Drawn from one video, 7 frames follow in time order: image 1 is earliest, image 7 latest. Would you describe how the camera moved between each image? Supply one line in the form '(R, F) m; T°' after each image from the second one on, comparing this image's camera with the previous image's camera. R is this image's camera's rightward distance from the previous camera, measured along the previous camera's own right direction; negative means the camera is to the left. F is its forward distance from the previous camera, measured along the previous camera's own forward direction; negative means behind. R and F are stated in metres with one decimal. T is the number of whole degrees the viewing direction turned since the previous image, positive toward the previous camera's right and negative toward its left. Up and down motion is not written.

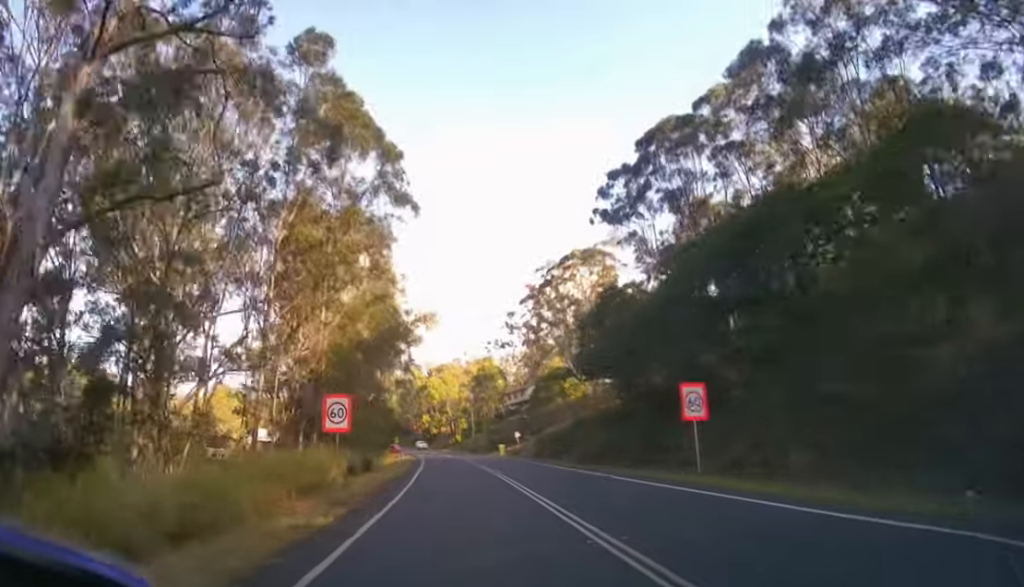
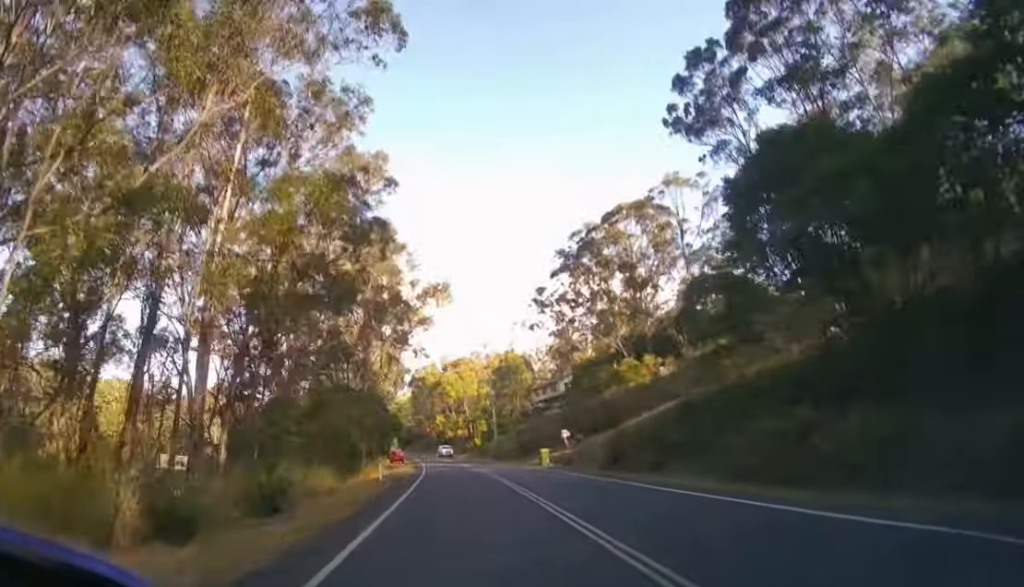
(-0.2, +14.3) m; -1°
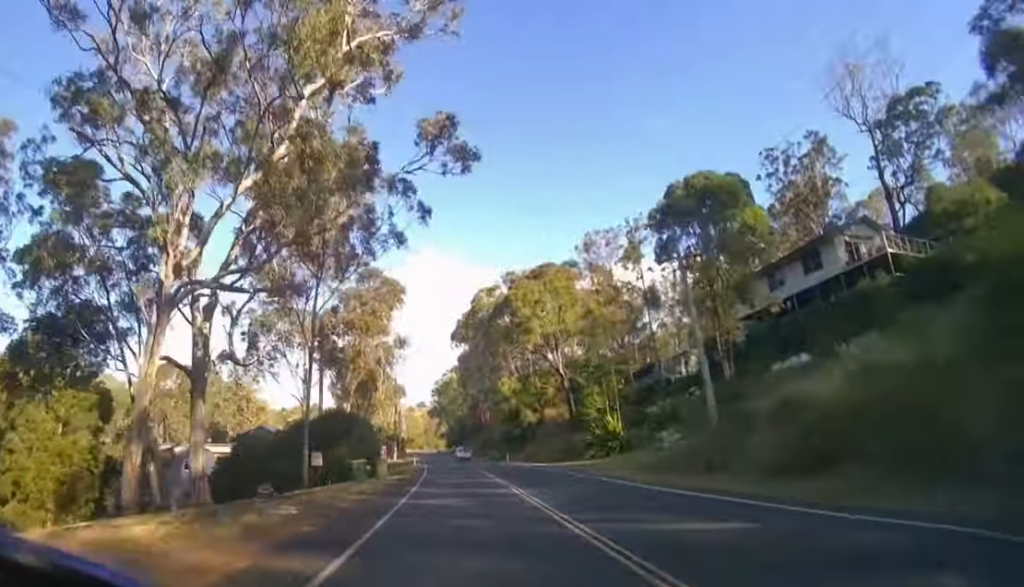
(-3.0, +55.5) m; -7°
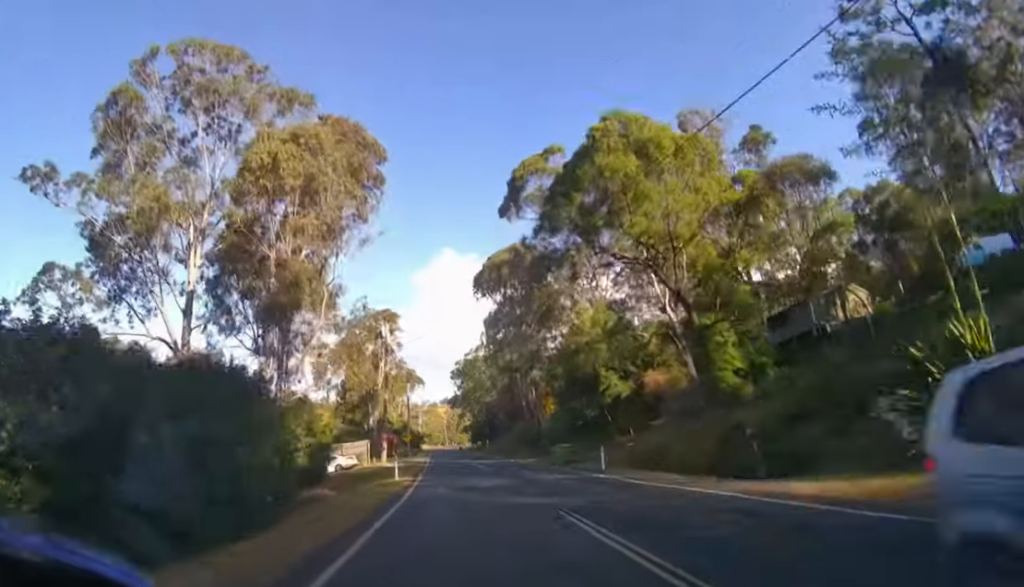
(-0.8, +27.1) m; -4°
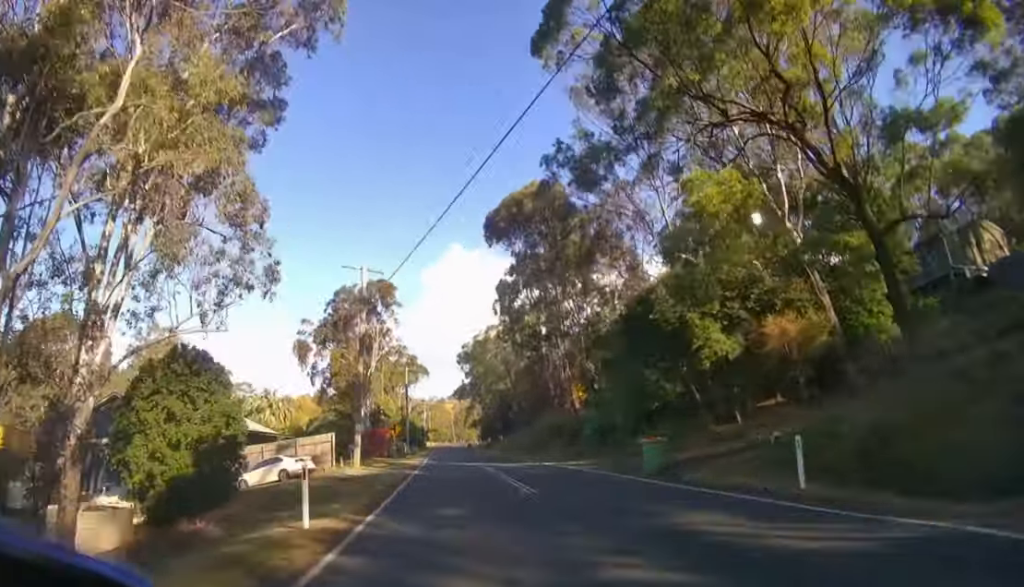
(-0.3, +14.1) m; -2°
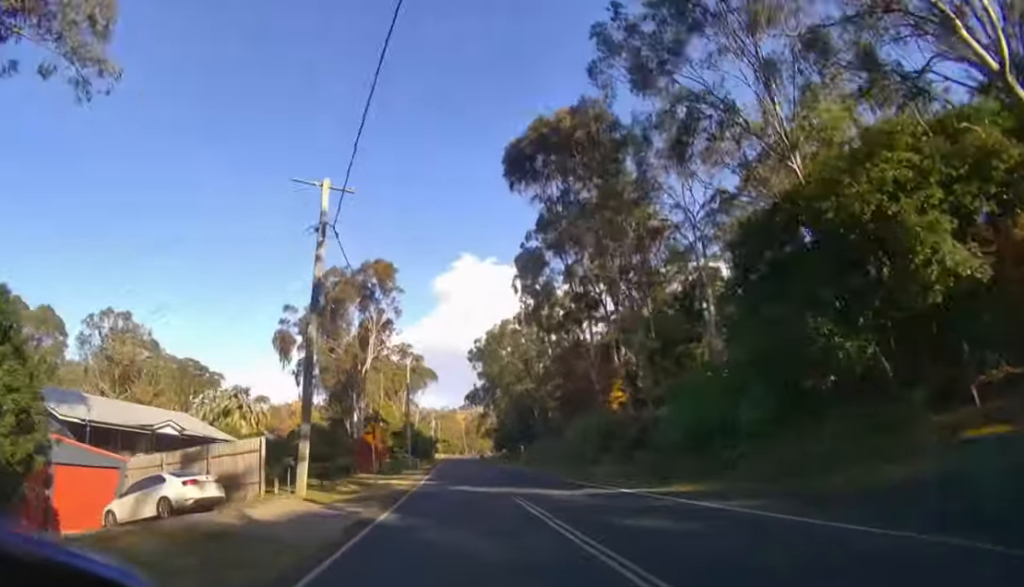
(-0.2, +12.1) m; -1°
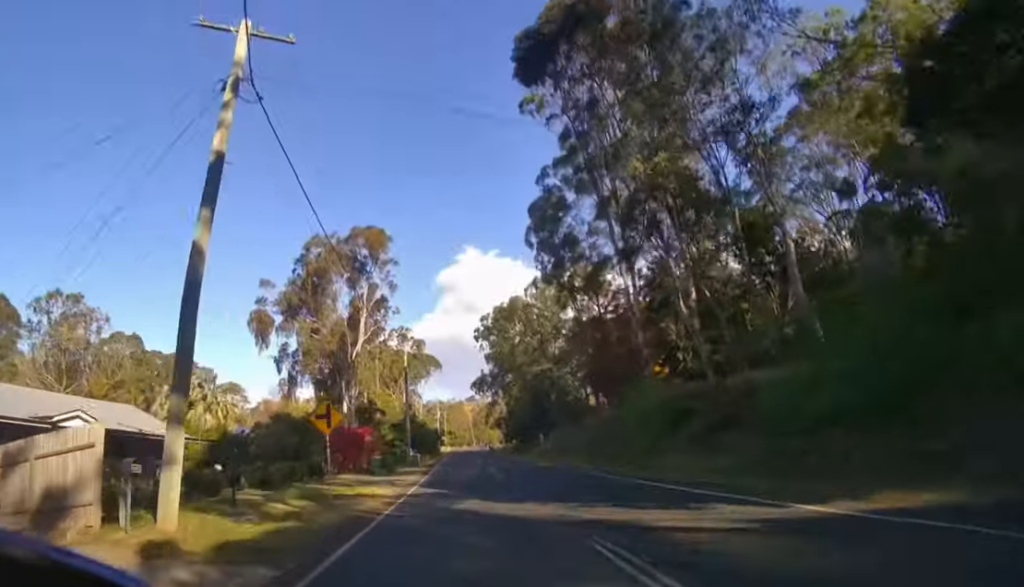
(-0.1, +8.8) m; 0°
